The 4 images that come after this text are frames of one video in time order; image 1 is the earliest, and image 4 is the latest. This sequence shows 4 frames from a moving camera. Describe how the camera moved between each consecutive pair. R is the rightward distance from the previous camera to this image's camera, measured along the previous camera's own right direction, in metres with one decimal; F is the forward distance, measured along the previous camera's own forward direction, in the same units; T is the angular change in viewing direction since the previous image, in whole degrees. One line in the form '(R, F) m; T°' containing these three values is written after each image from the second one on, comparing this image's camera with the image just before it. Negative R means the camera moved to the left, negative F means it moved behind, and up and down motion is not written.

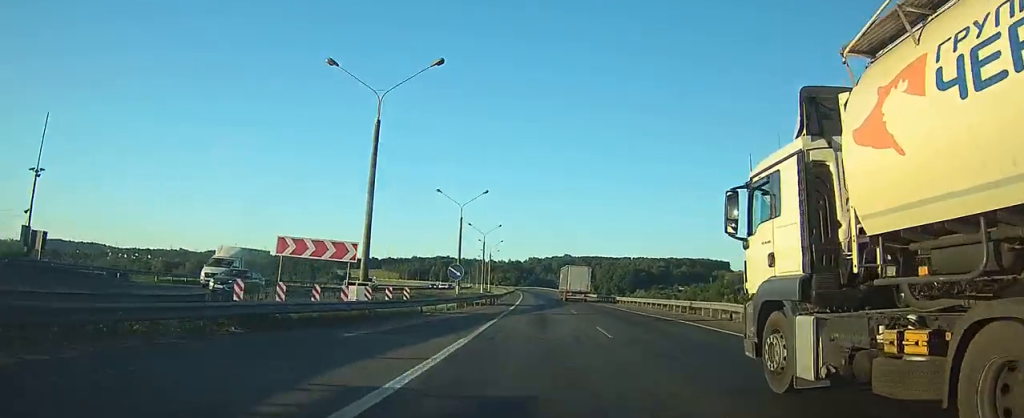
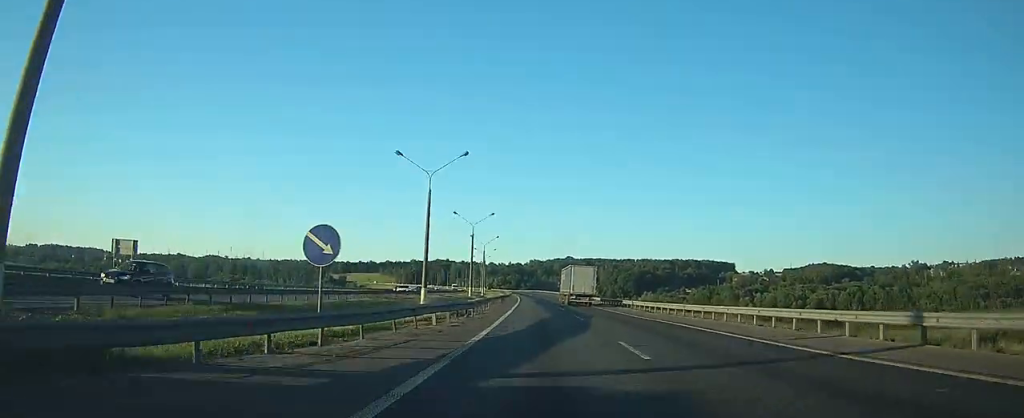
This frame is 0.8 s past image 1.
(-0.1, +21.3) m; 0°
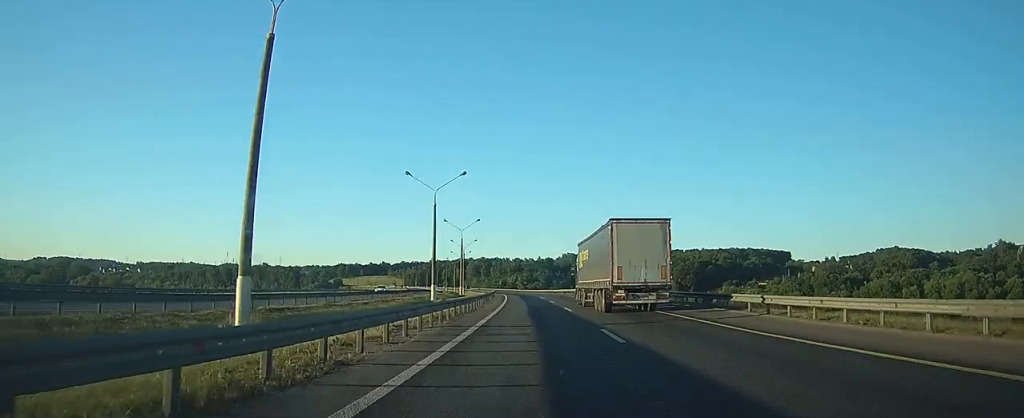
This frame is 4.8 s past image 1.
(-0.5, +111.2) m; -2°
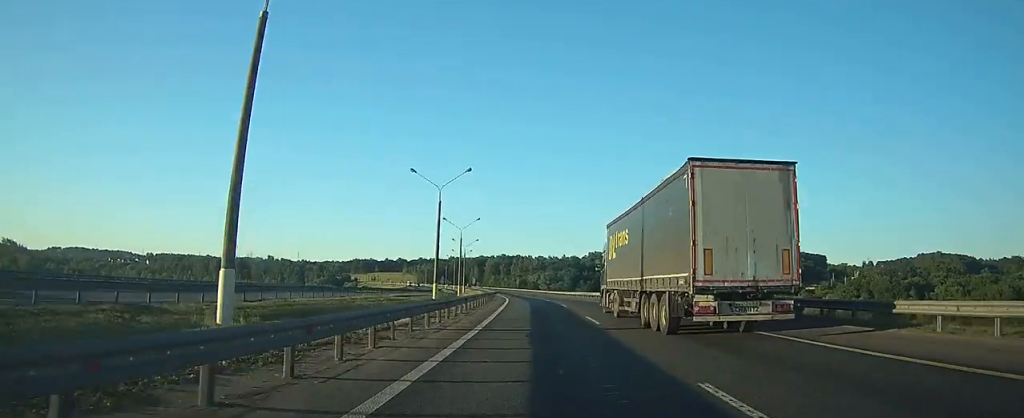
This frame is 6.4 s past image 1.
(-0.7, +41.7) m; -2°
